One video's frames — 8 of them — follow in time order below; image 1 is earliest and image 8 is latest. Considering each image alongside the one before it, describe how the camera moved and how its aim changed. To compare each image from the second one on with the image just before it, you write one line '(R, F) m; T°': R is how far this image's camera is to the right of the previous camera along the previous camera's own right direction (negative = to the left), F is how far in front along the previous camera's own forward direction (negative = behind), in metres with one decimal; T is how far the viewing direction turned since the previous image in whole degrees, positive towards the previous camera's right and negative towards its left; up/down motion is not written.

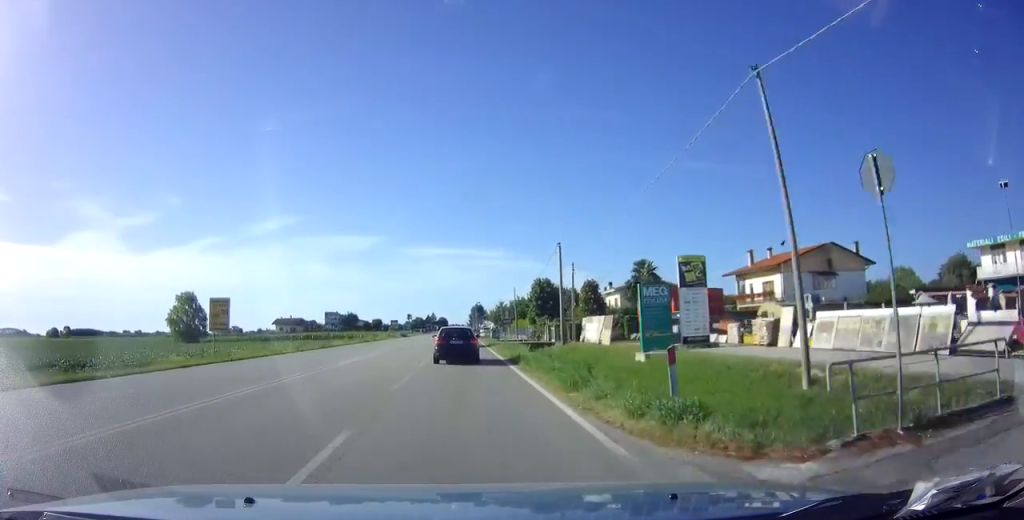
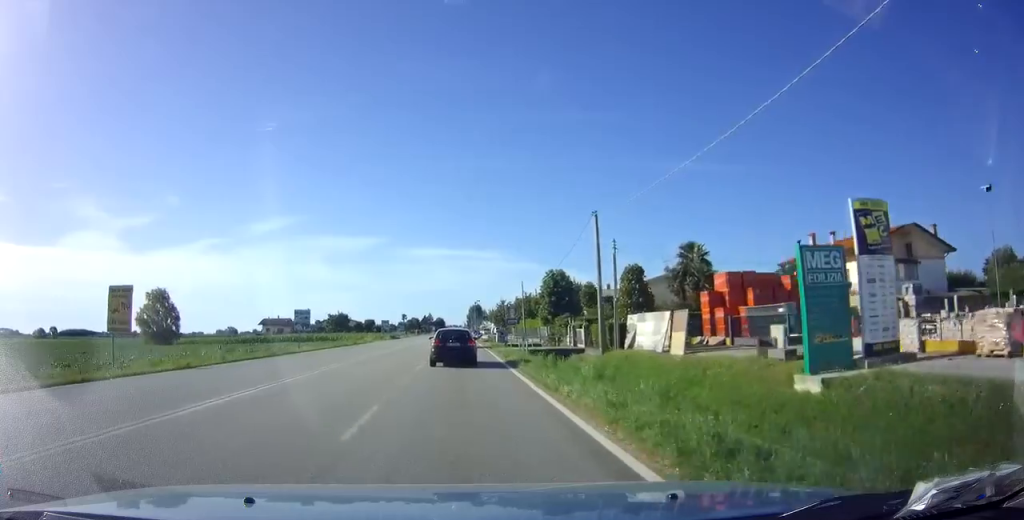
(-0.1, +11.8) m; 0°
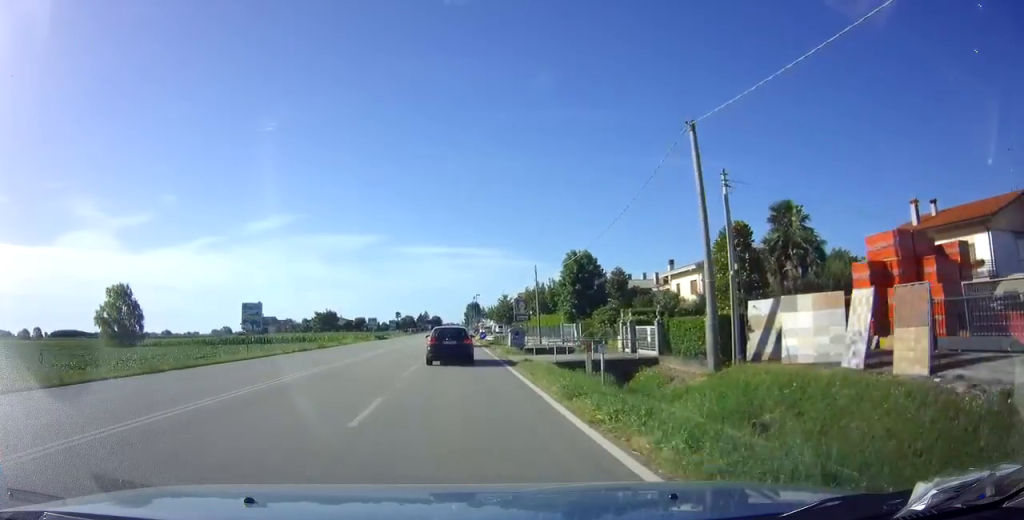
(0.0, +13.5) m; +1°
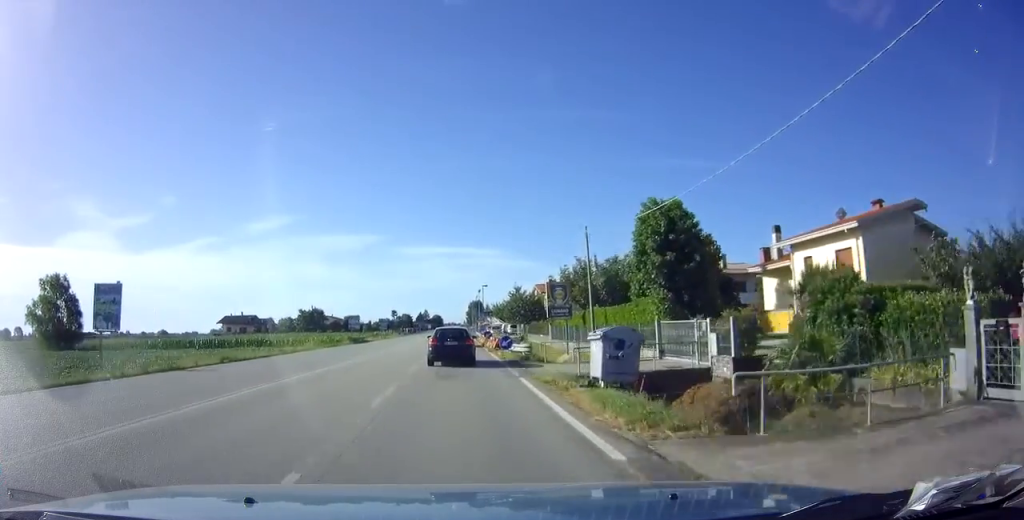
(+0.1, +19.9) m; 0°
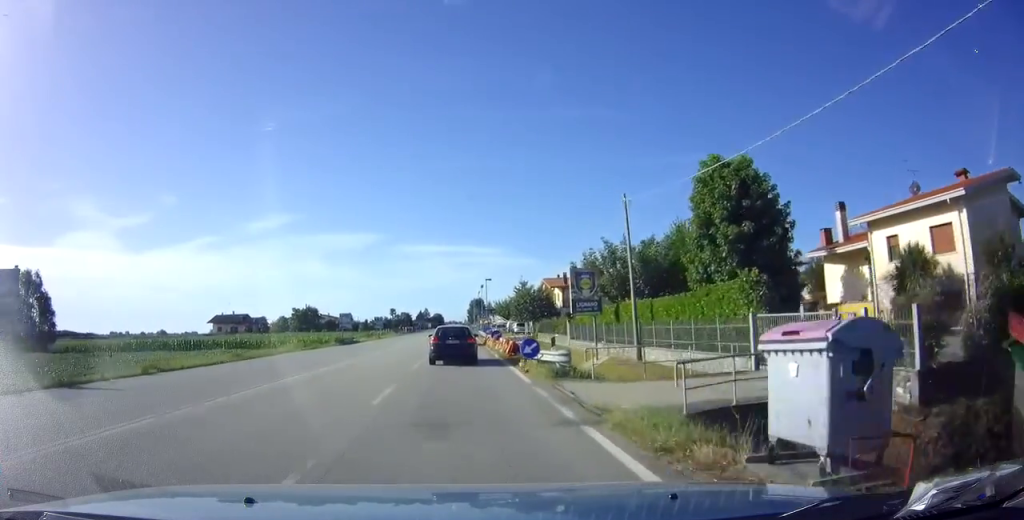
(-0.1, +7.8) m; 0°
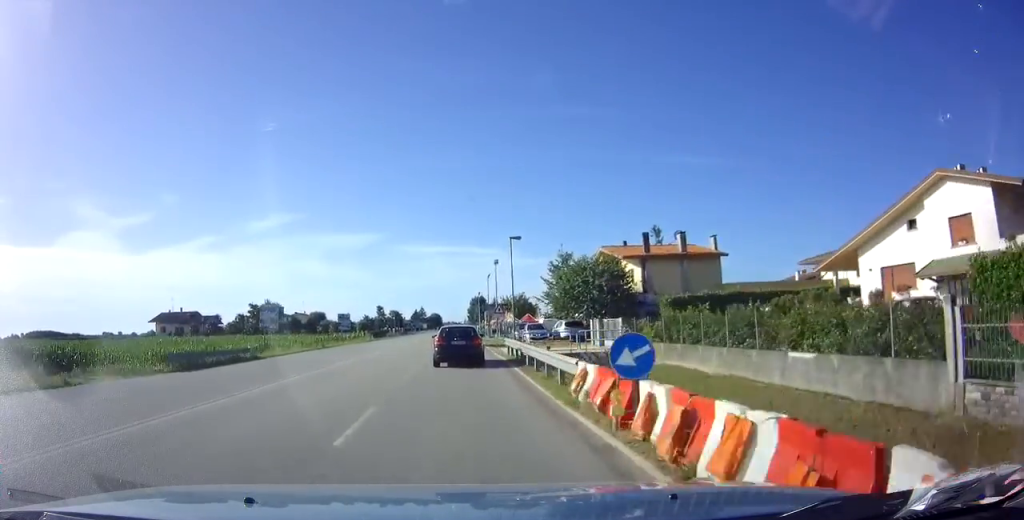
(-0.1, +31.8) m; +1°
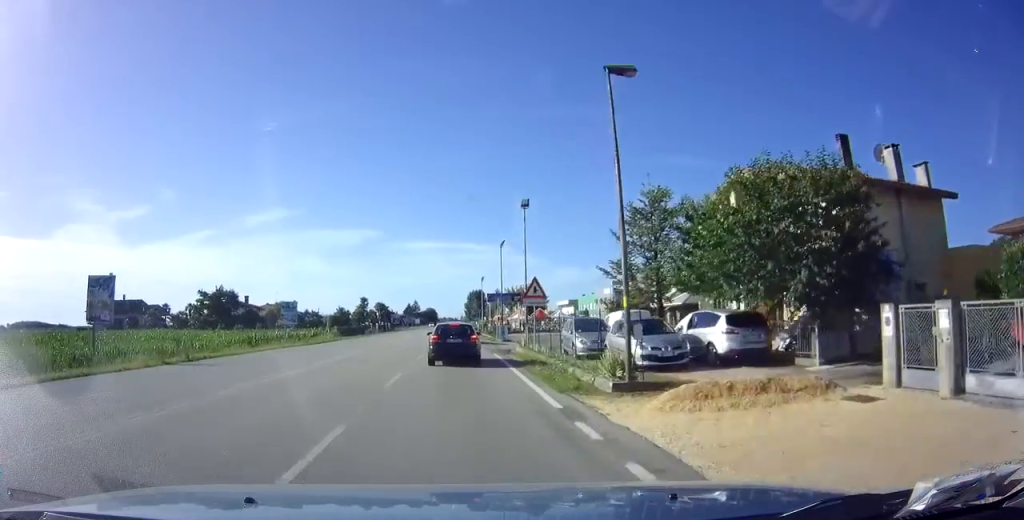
(+0.2, +24.2) m; 0°
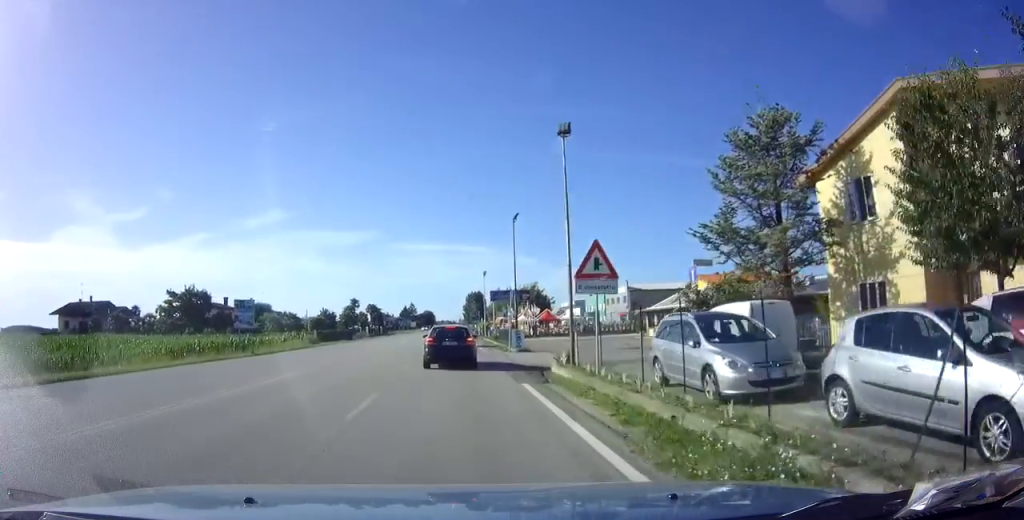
(0.0, +11.0) m; 0°
